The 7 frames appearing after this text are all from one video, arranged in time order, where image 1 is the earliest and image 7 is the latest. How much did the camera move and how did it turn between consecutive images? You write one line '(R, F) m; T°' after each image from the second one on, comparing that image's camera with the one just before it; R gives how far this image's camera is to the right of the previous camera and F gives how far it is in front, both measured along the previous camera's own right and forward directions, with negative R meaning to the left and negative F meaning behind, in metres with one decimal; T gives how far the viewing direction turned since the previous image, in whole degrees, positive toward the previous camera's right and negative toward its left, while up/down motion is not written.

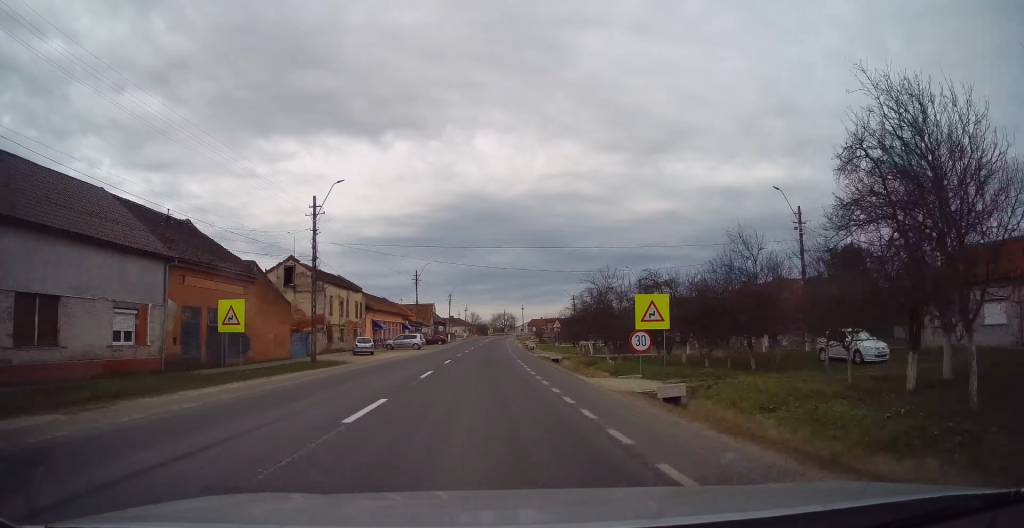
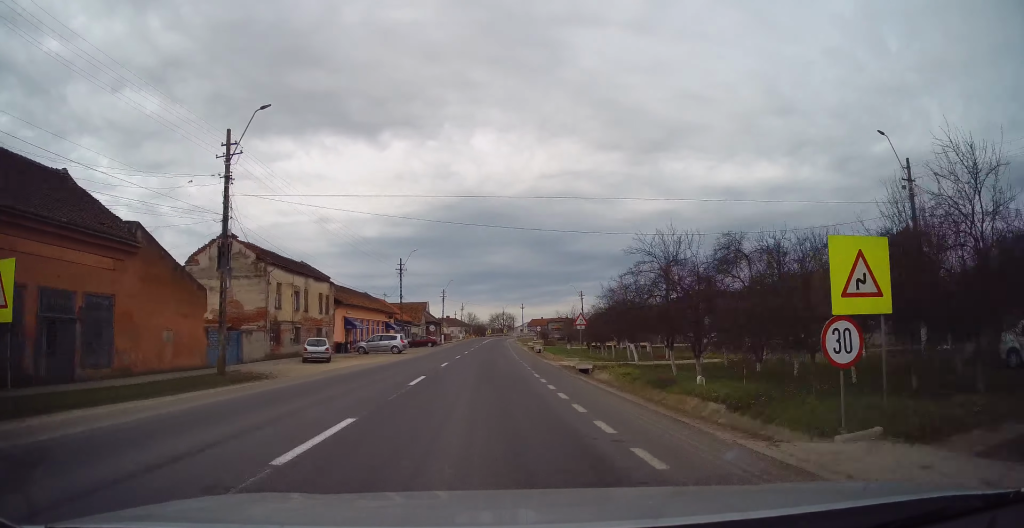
(-0.4, +11.4) m; 0°
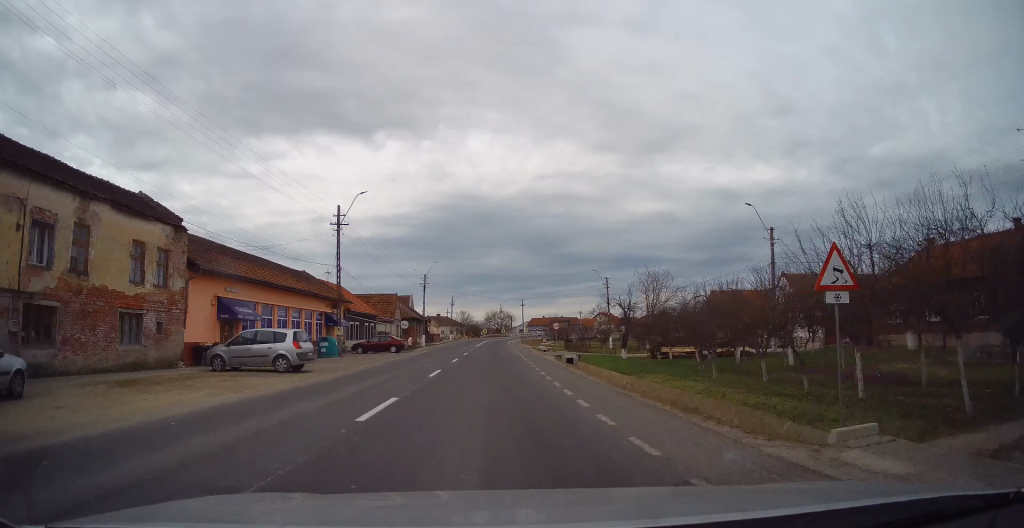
(+0.6, +23.8) m; +2°
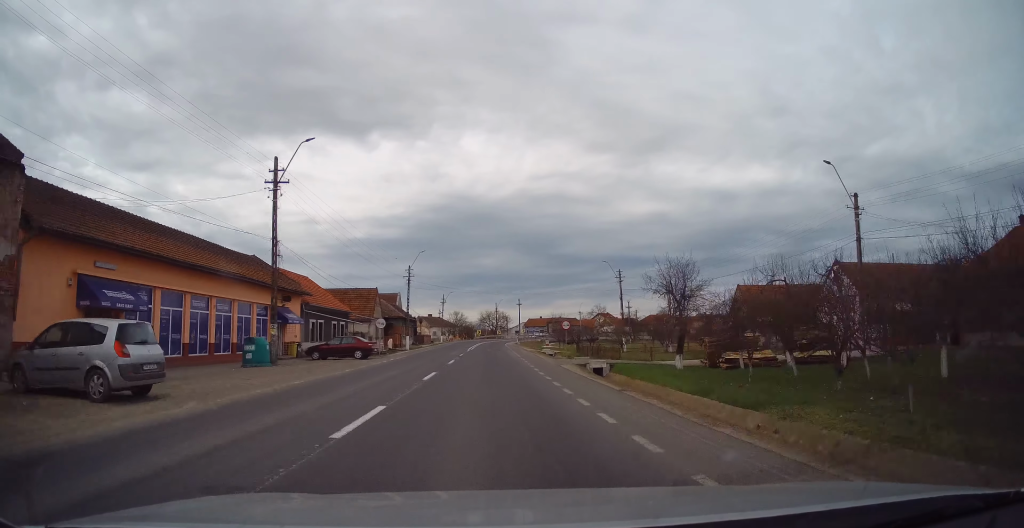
(+0.1, +10.2) m; -1°
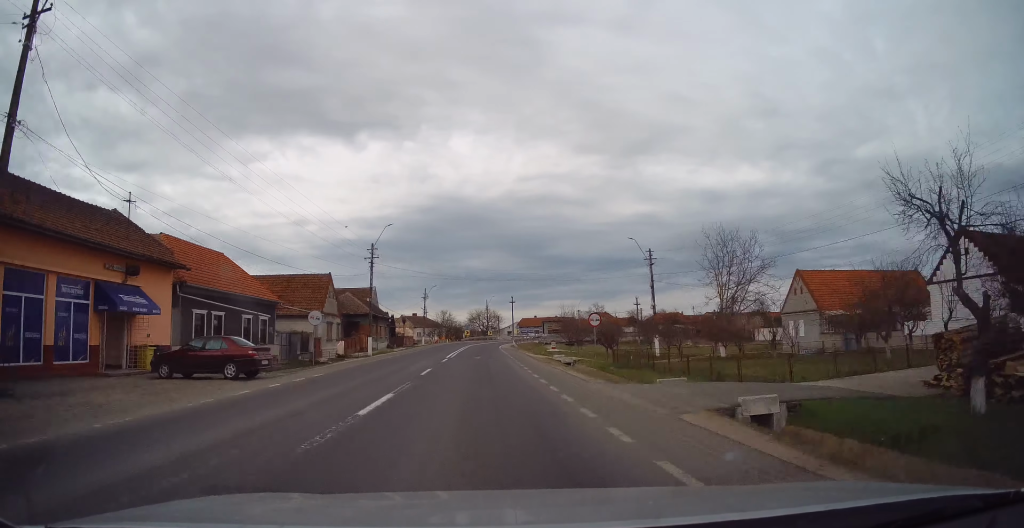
(-0.5, +15.9) m; +2°
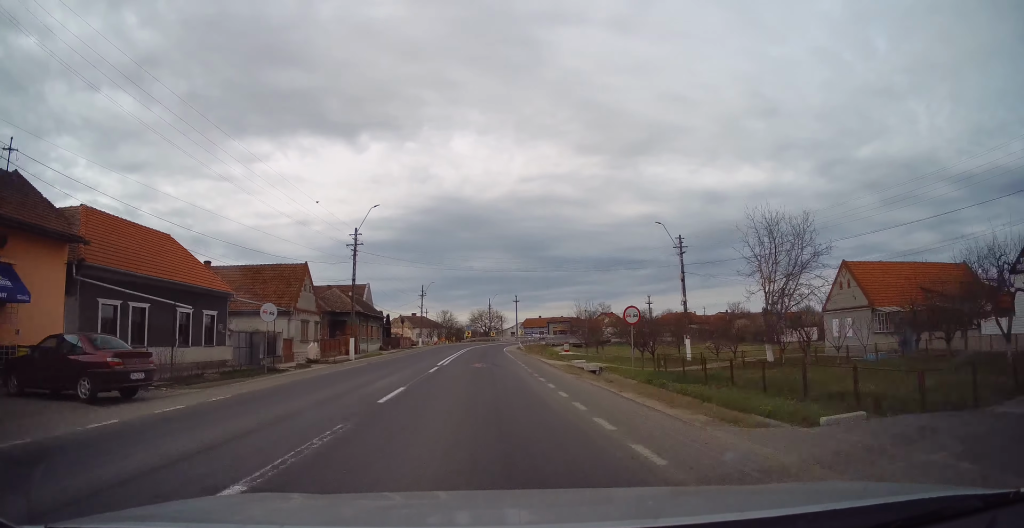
(+0.3, +7.2) m; +1°
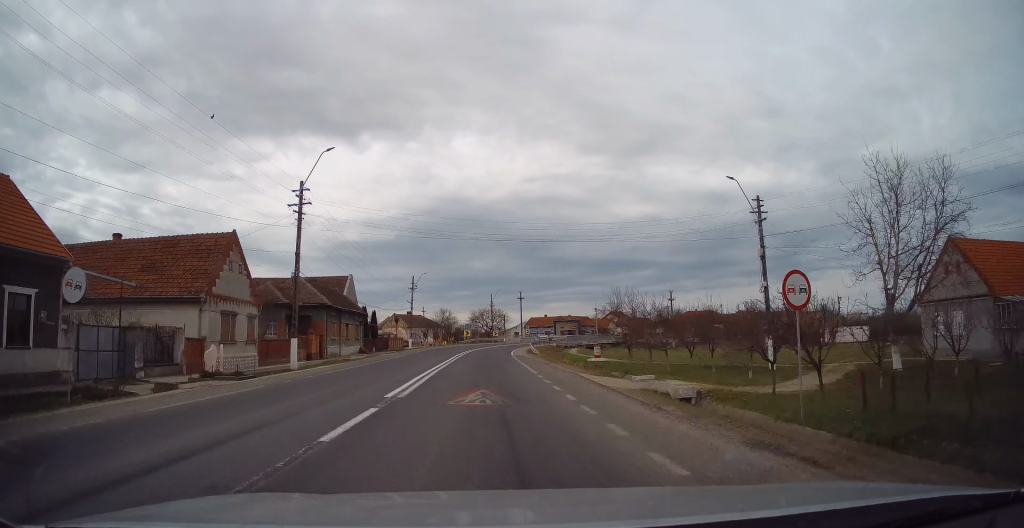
(+0.6, +12.8) m; 0°
